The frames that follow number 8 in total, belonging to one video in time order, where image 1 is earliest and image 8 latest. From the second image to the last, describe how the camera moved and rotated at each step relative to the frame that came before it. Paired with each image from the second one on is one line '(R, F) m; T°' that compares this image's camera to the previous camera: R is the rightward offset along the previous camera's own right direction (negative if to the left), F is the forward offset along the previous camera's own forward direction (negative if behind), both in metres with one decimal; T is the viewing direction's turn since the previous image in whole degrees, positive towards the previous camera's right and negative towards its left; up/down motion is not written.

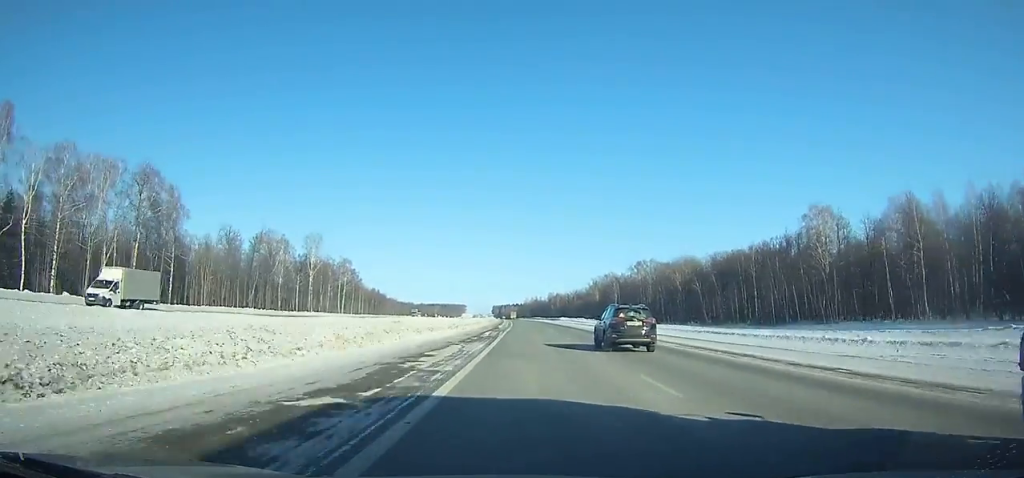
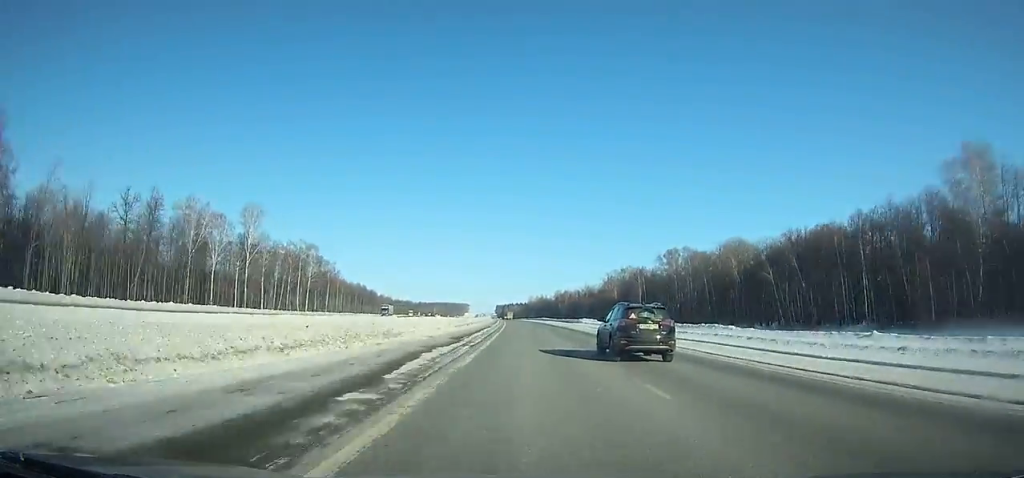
(-0.2, +49.1) m; -1°
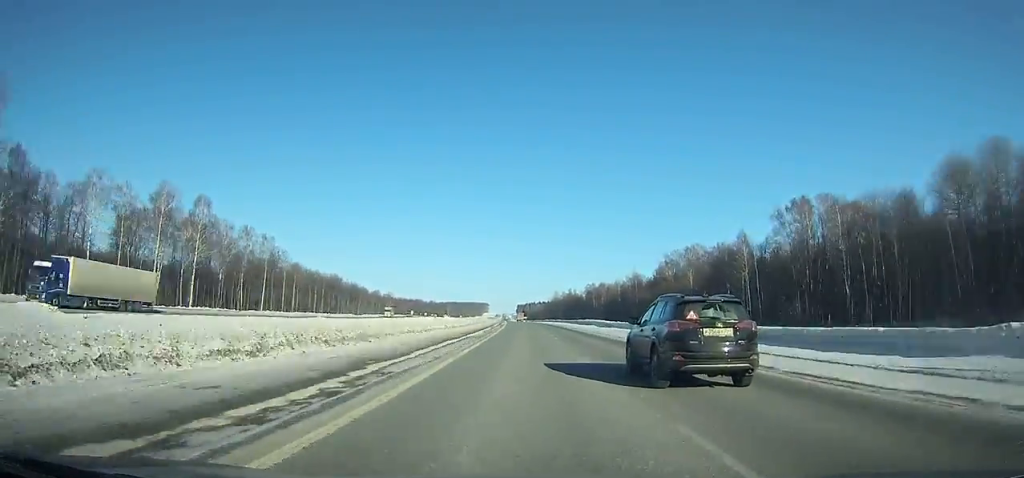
(-1.5, +92.1) m; -2°
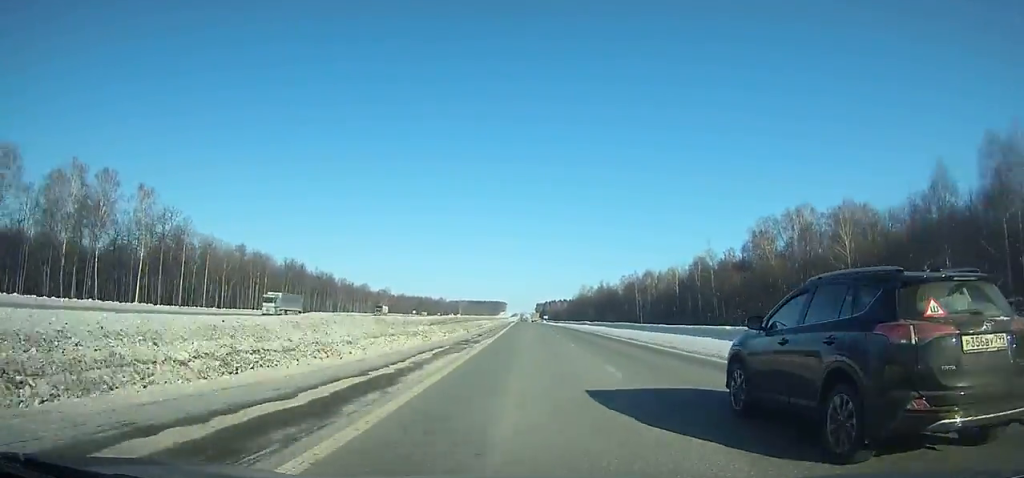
(-1.4, +76.1) m; -1°
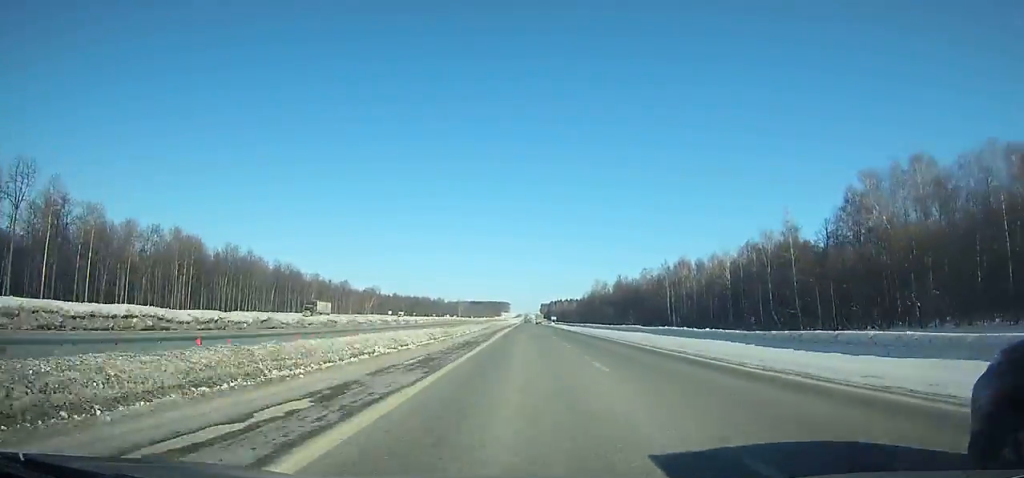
(-0.7, +48.4) m; 0°
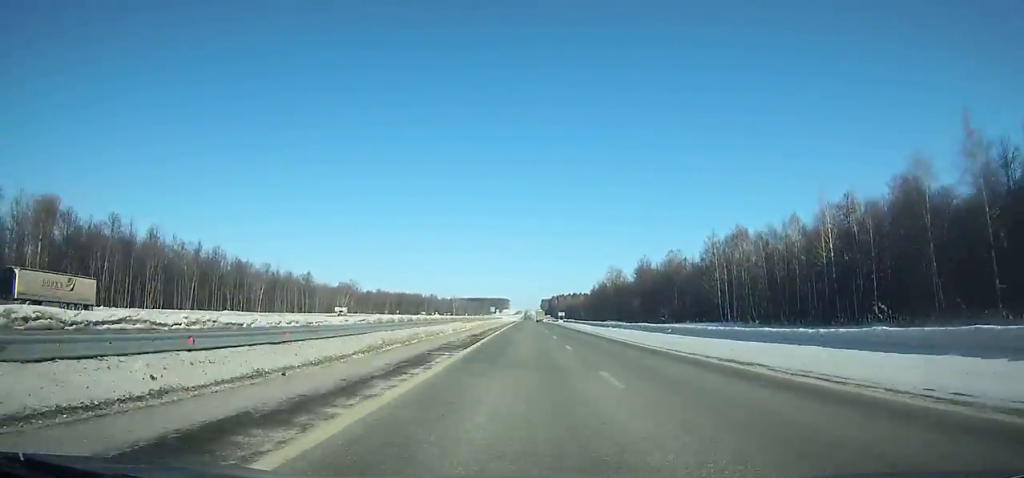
(+0.2, +50.5) m; +1°
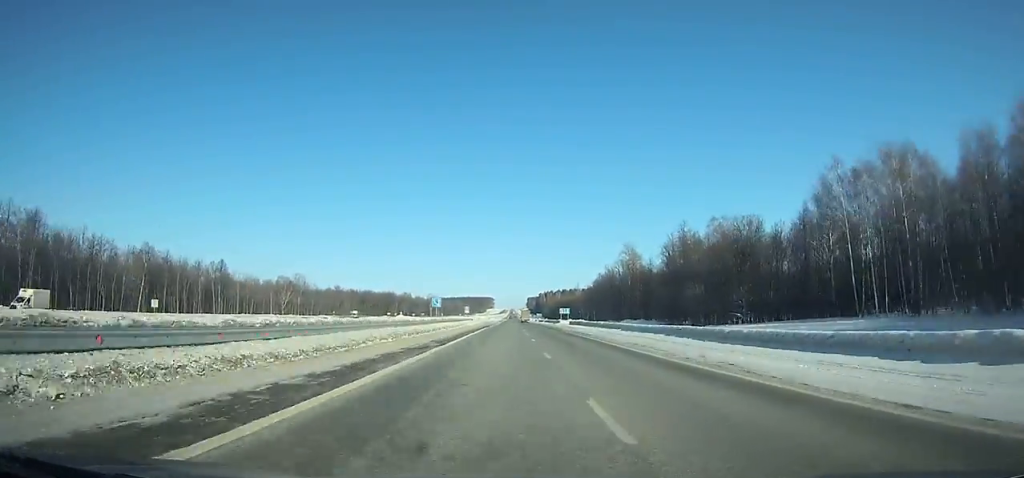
(+0.3, +64.8) m; 0°
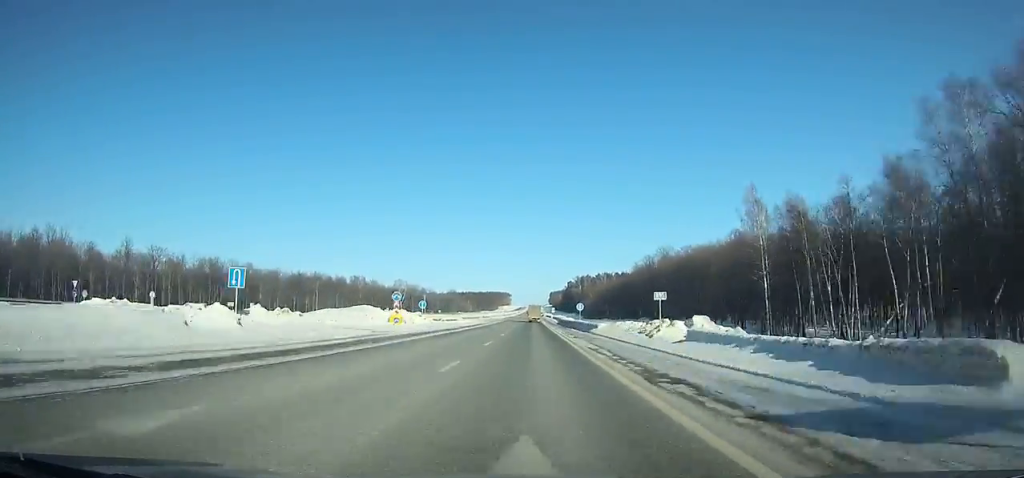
(-2.7, +208.4) m; -2°
